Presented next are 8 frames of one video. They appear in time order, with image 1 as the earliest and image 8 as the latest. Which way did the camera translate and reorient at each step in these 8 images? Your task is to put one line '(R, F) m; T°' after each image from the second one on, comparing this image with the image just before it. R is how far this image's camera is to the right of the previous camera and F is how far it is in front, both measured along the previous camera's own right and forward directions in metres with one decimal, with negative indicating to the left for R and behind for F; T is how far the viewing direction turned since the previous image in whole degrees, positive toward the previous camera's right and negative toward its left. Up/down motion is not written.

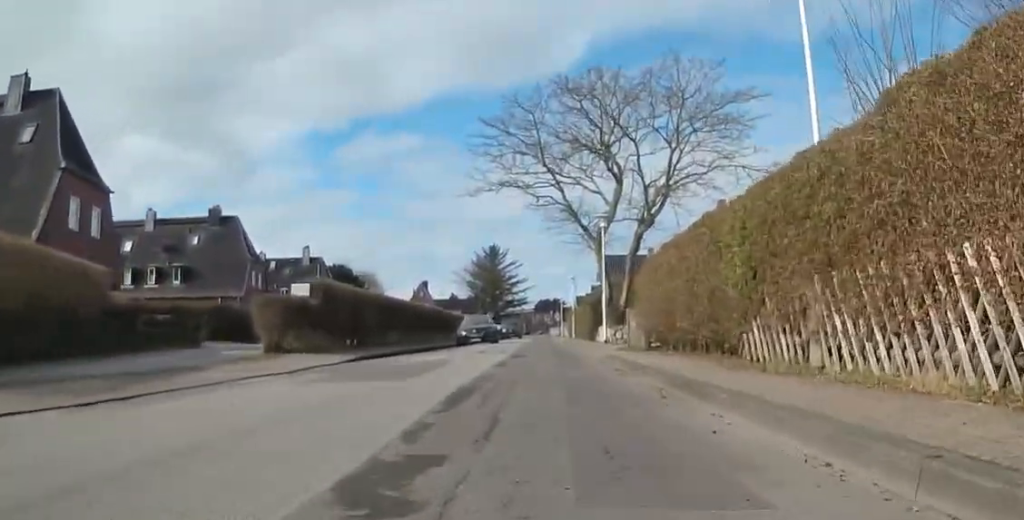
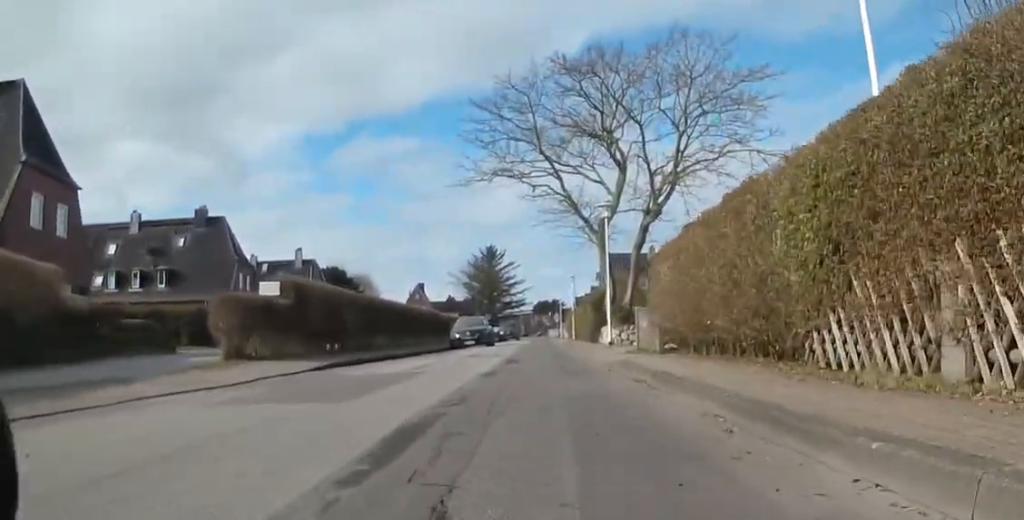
(-0.2, +2.4) m; +6°
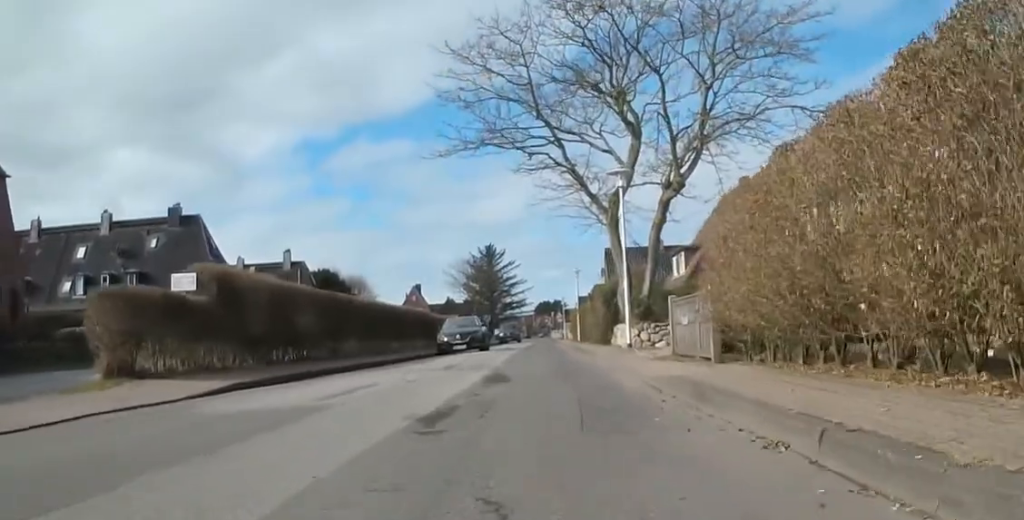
(+0.9, +5.0) m; +2°
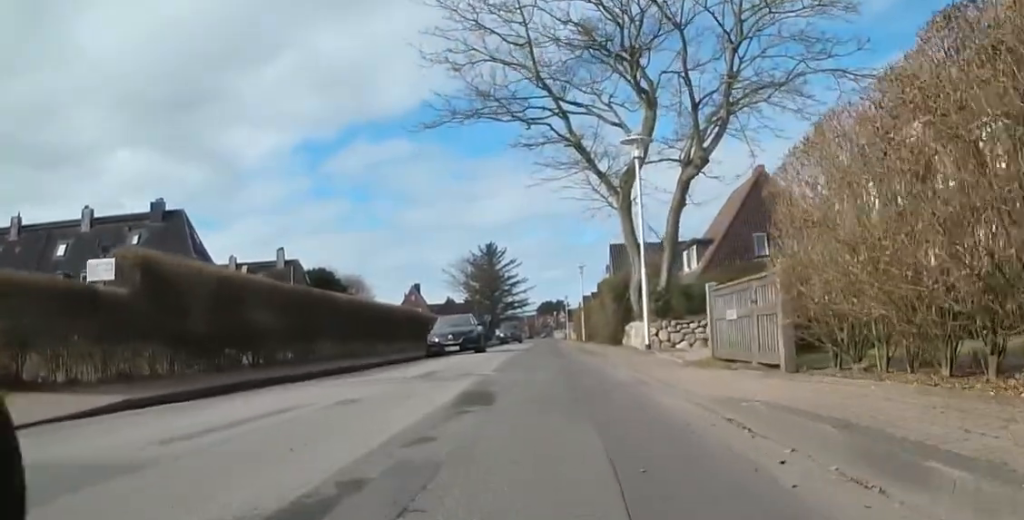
(+0.1, +3.2) m; -4°
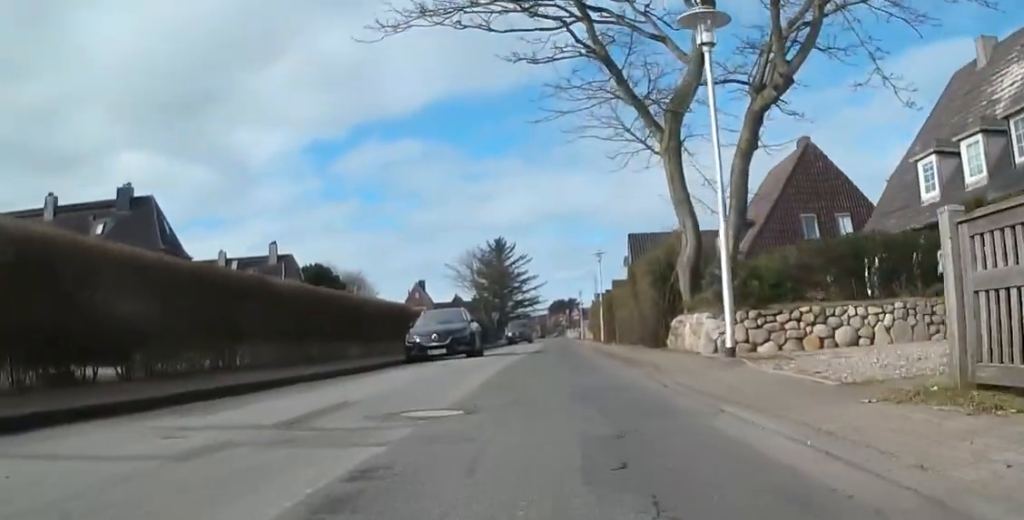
(-1.3, +6.8) m; -5°
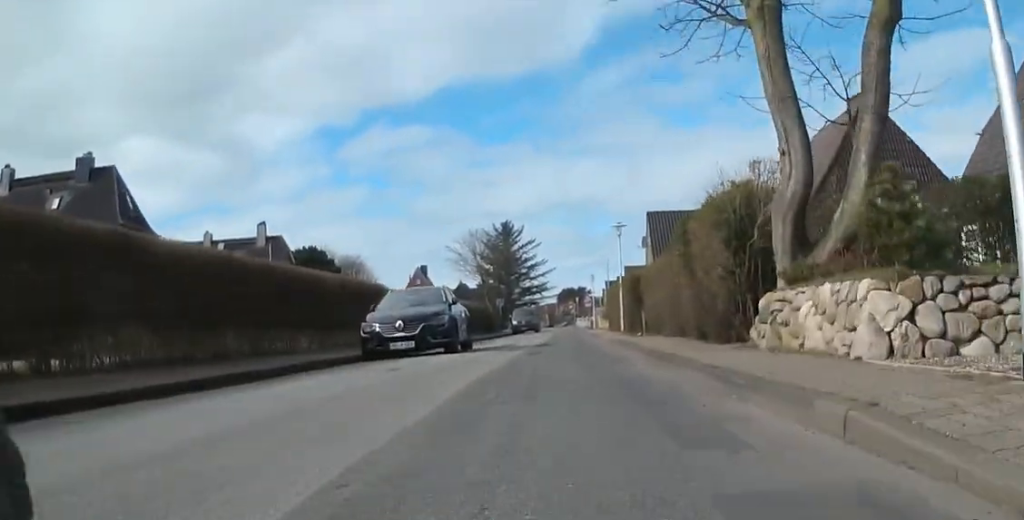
(+0.8, +6.3) m; +9°
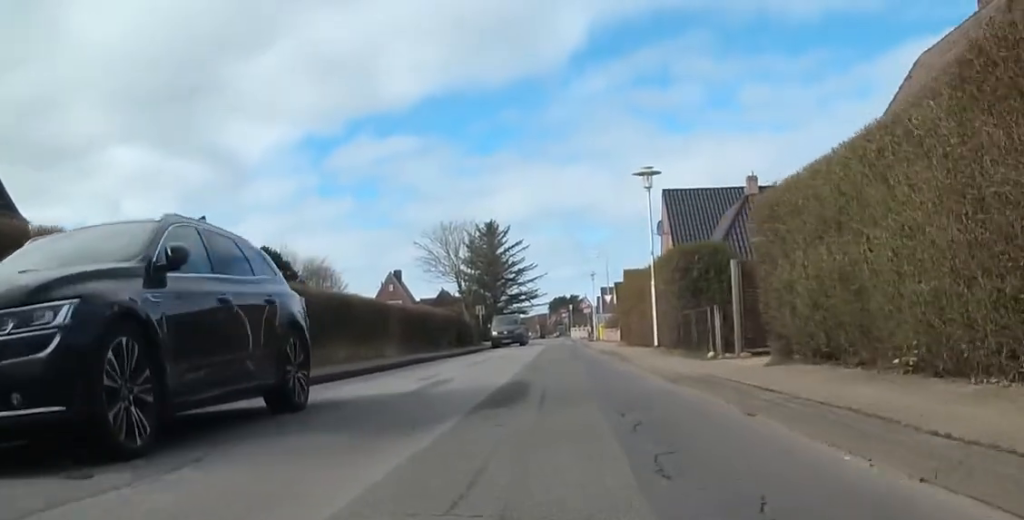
(-1.6, +12.7) m; -2°
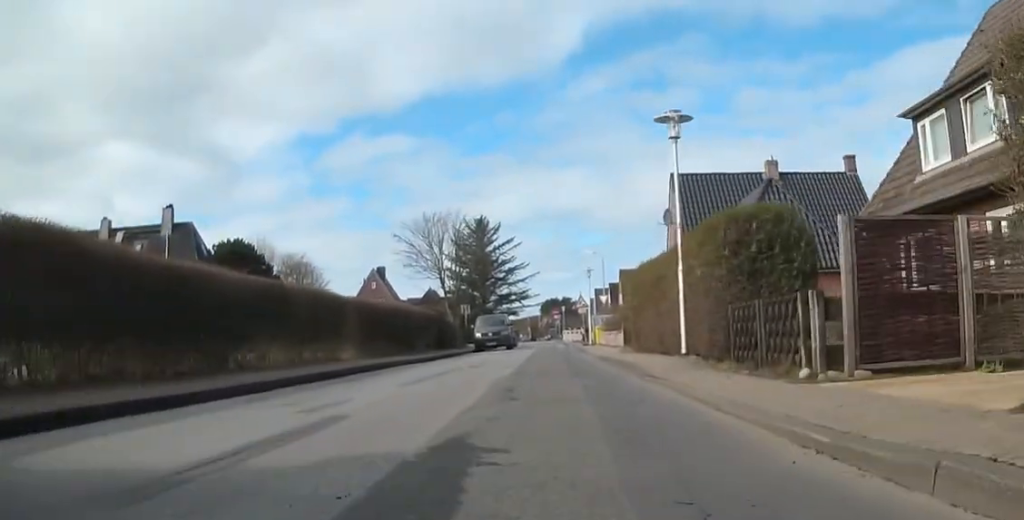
(+1.0, +5.2) m; +3°
